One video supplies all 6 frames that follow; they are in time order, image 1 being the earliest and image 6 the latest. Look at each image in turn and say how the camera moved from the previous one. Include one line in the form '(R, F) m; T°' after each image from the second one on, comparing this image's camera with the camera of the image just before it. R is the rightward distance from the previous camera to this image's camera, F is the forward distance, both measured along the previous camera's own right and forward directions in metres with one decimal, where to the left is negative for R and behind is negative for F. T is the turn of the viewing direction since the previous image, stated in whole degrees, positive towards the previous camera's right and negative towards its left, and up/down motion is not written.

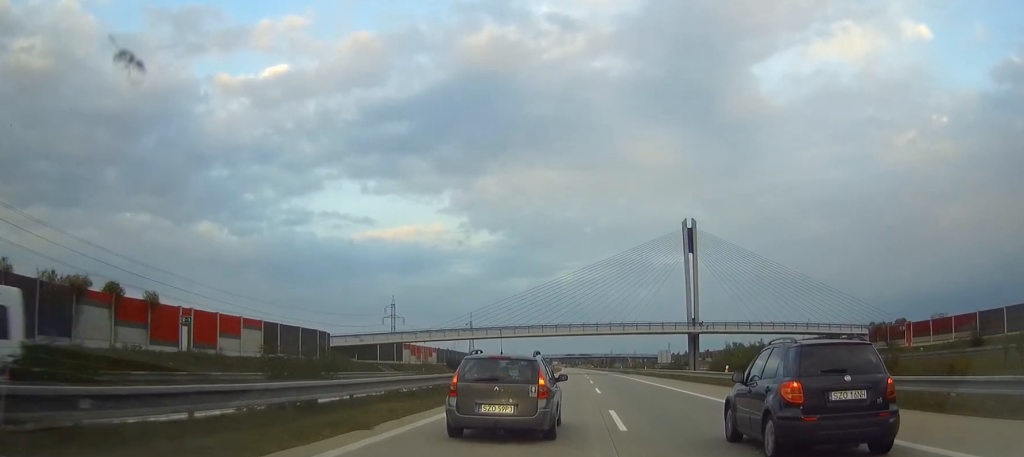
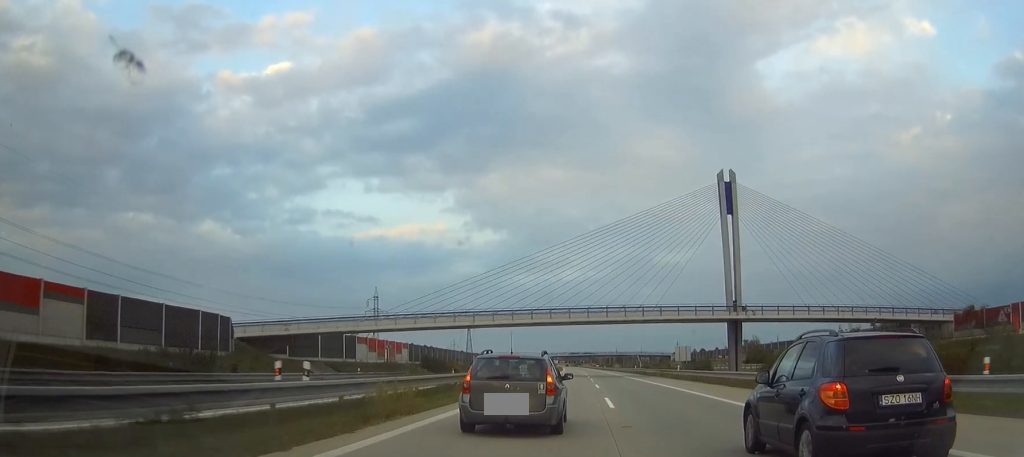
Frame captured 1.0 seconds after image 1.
(-0.1, +28.1) m; 0°
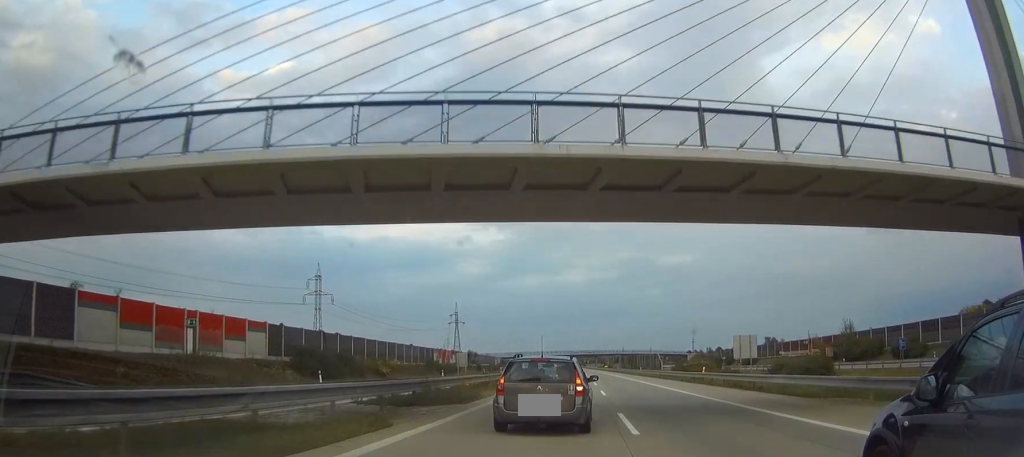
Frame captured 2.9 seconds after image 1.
(-0.3, +58.0) m; 0°
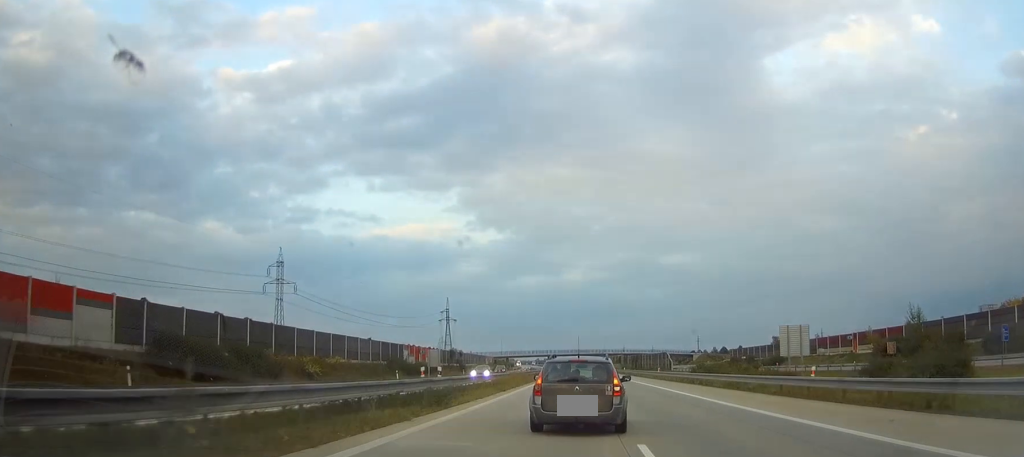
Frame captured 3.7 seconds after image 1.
(0.0, +25.1) m; 0°
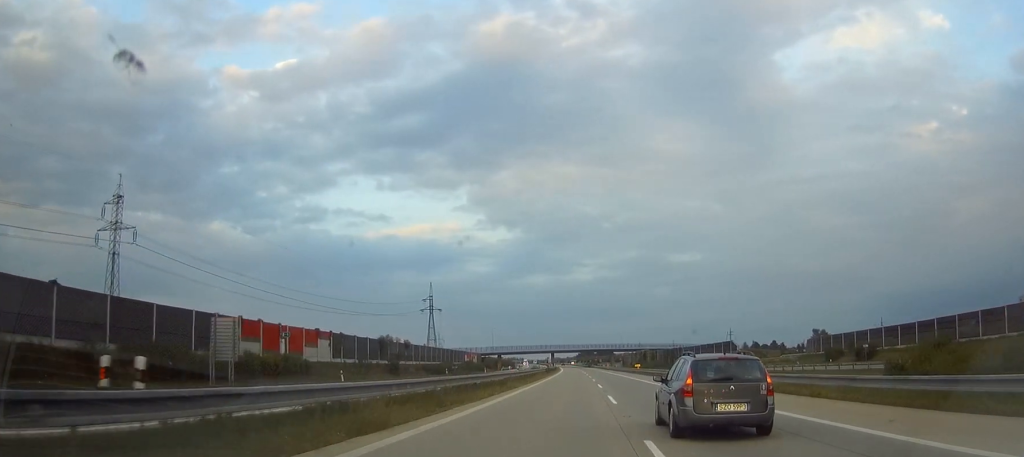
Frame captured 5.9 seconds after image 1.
(-0.5, +73.3) m; -1°
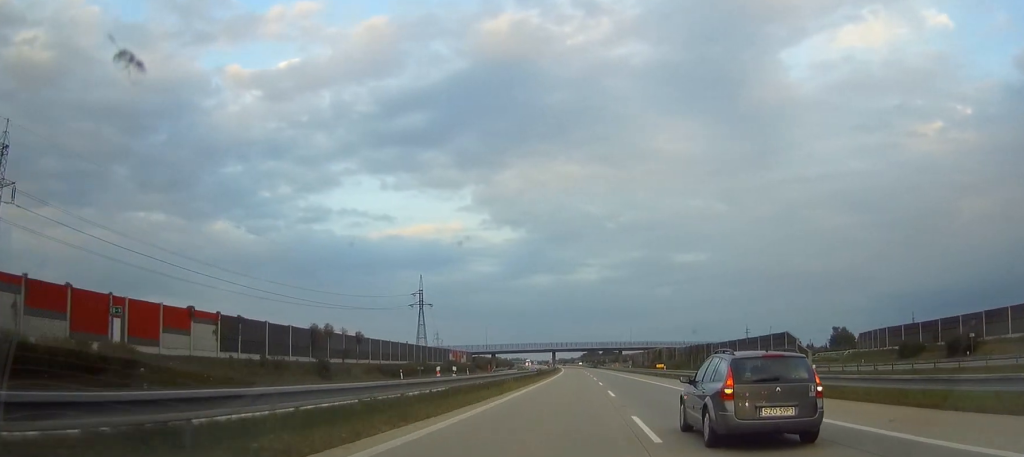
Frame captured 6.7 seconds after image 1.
(0.0, +31.4) m; 0°
